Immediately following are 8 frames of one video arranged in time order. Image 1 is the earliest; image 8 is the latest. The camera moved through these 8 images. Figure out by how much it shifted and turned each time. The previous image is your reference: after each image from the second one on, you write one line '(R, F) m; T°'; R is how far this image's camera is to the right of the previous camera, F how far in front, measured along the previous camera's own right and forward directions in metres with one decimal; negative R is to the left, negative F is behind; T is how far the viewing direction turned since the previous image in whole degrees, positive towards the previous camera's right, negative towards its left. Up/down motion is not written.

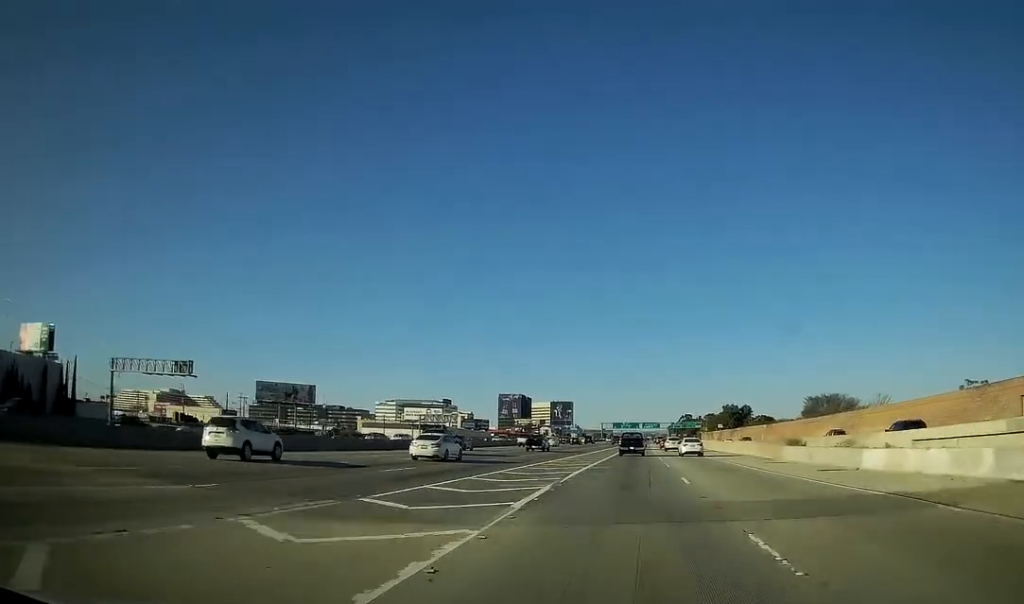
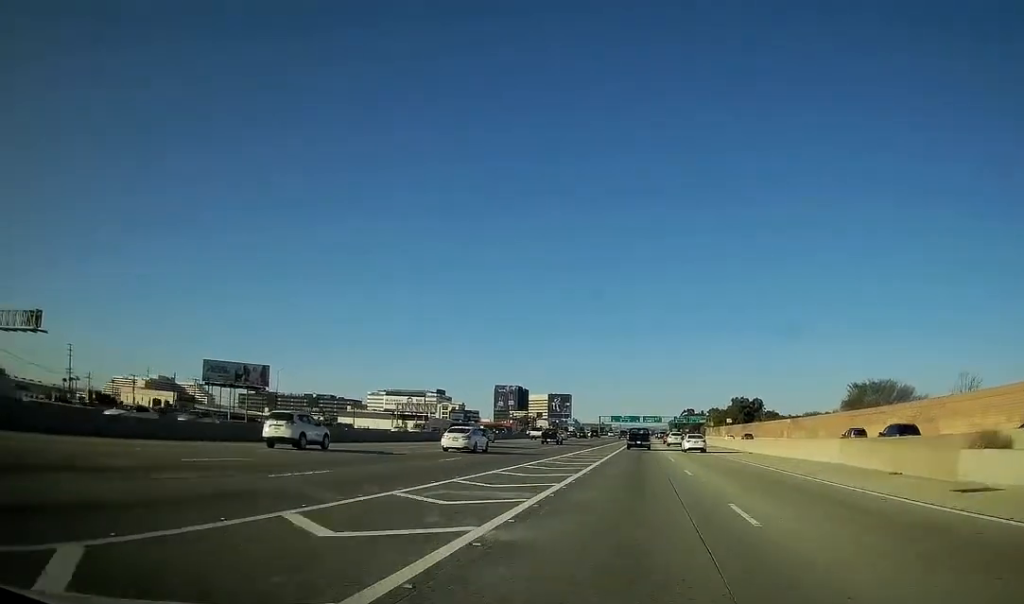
(0.0, +24.5) m; 0°
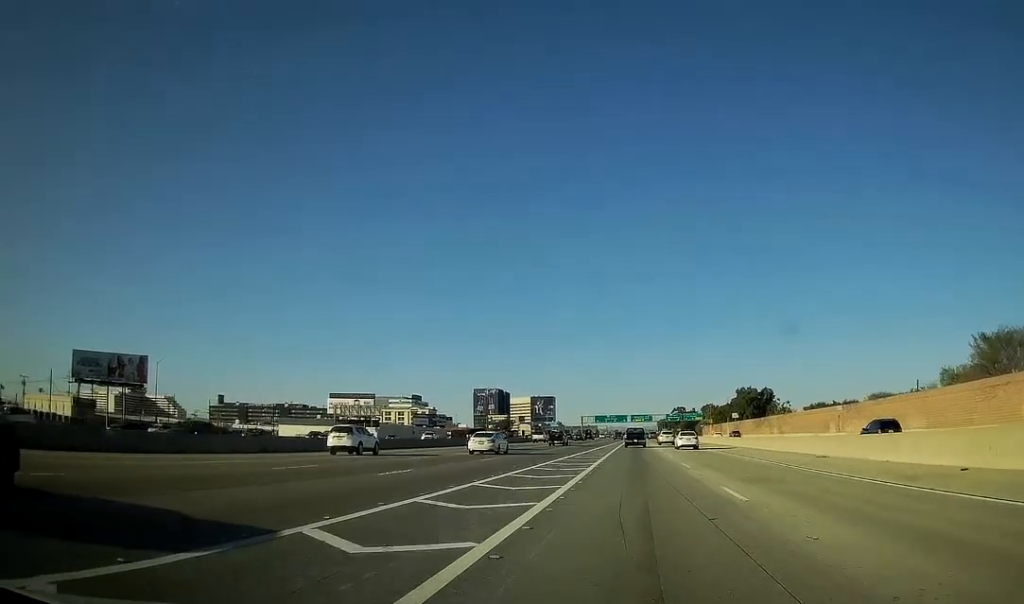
(0.0, +40.6) m; 0°
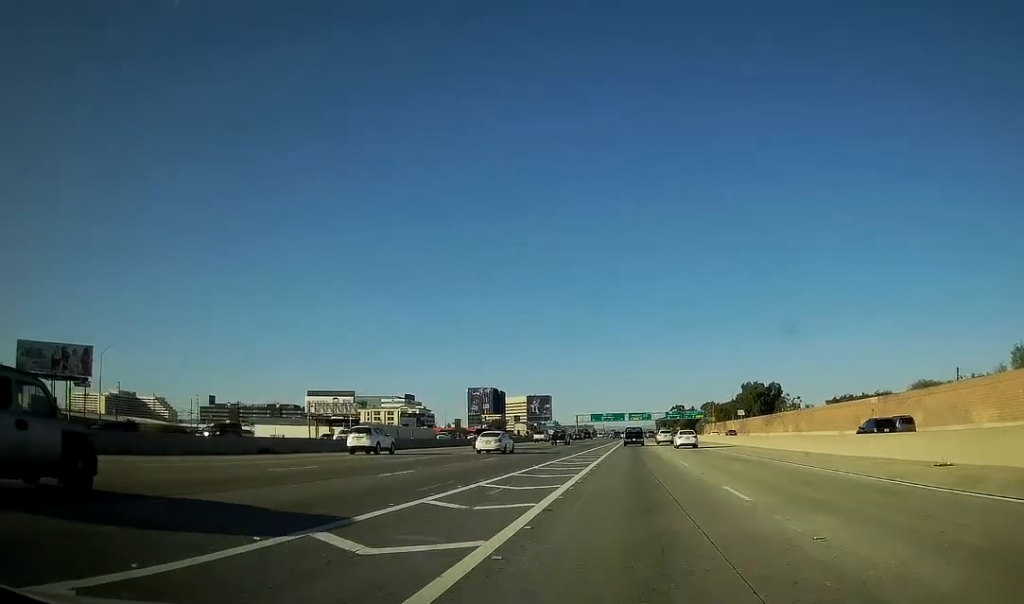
(0.0, +14.3) m; 0°
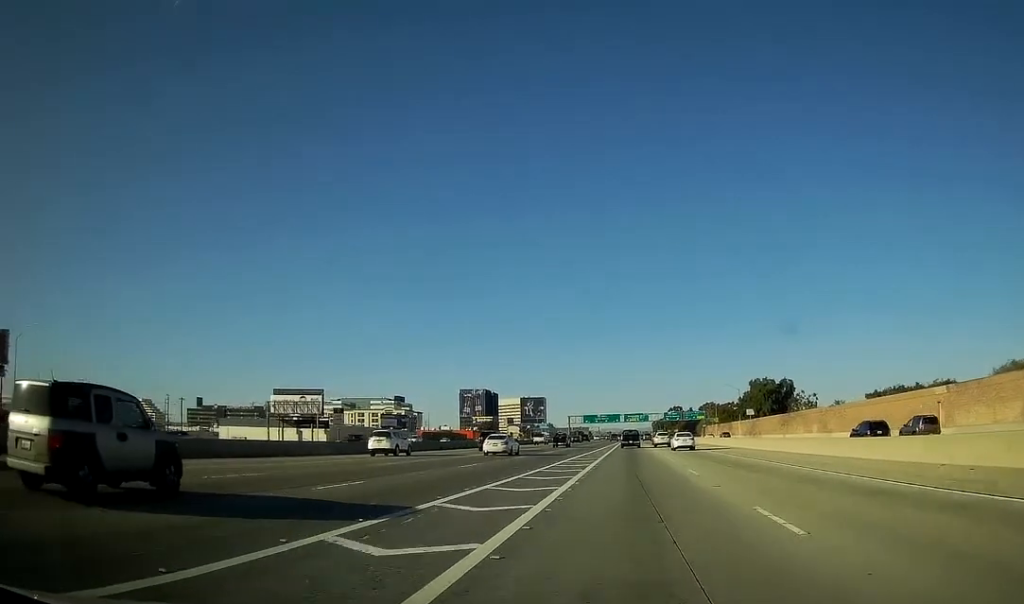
(0.0, +19.7) m; 0°
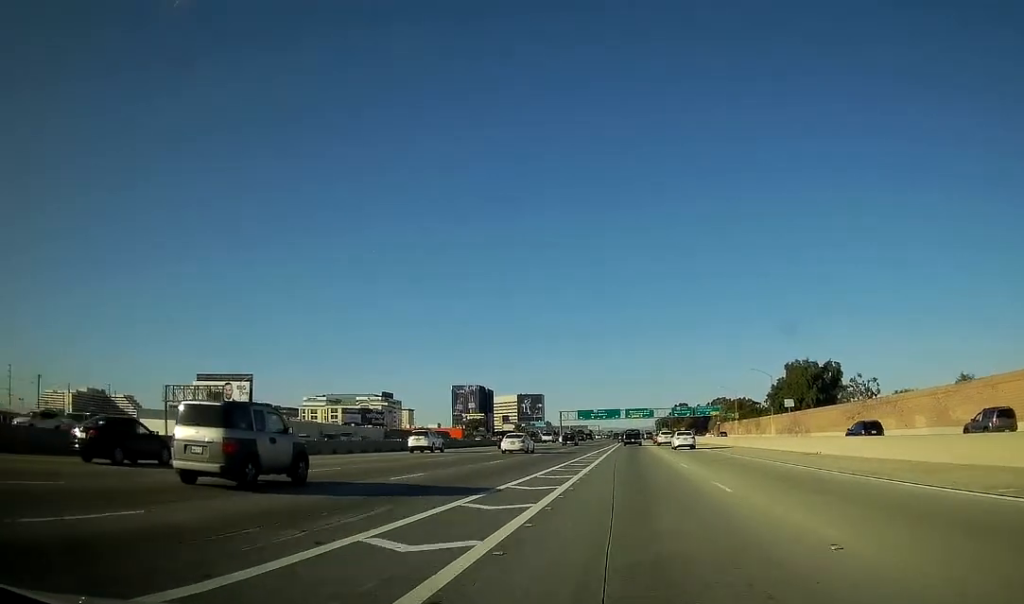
(0.0, +38.7) m; 0°
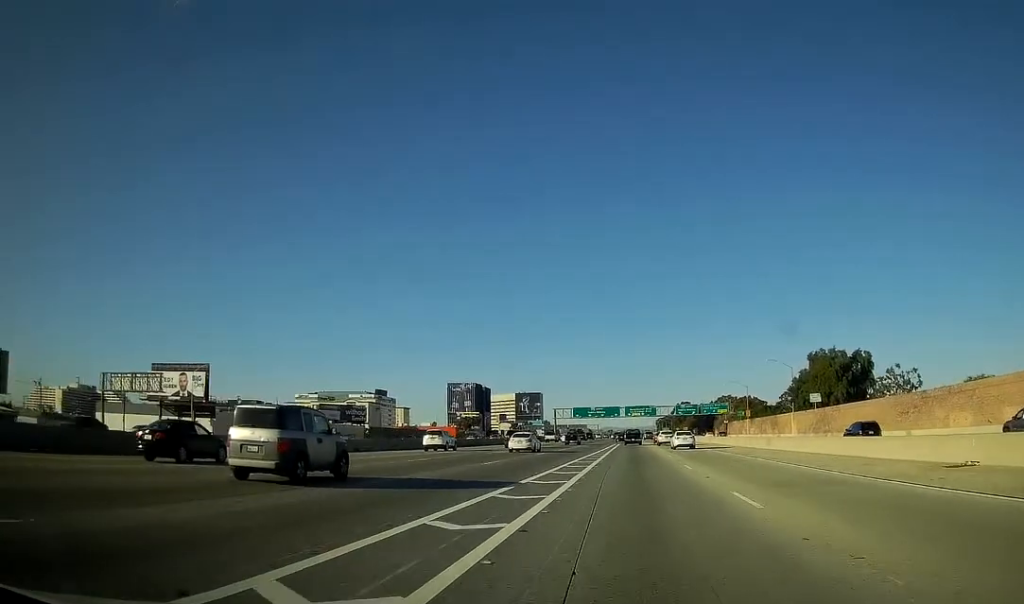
(0.0, +18.2) m; 0°
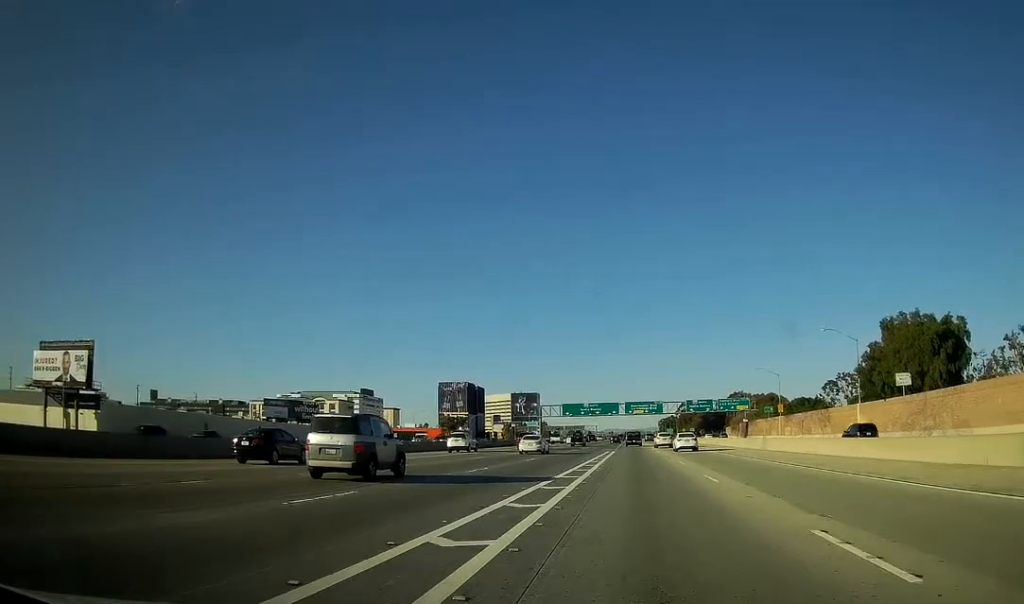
(0.0, +35.6) m; 0°
